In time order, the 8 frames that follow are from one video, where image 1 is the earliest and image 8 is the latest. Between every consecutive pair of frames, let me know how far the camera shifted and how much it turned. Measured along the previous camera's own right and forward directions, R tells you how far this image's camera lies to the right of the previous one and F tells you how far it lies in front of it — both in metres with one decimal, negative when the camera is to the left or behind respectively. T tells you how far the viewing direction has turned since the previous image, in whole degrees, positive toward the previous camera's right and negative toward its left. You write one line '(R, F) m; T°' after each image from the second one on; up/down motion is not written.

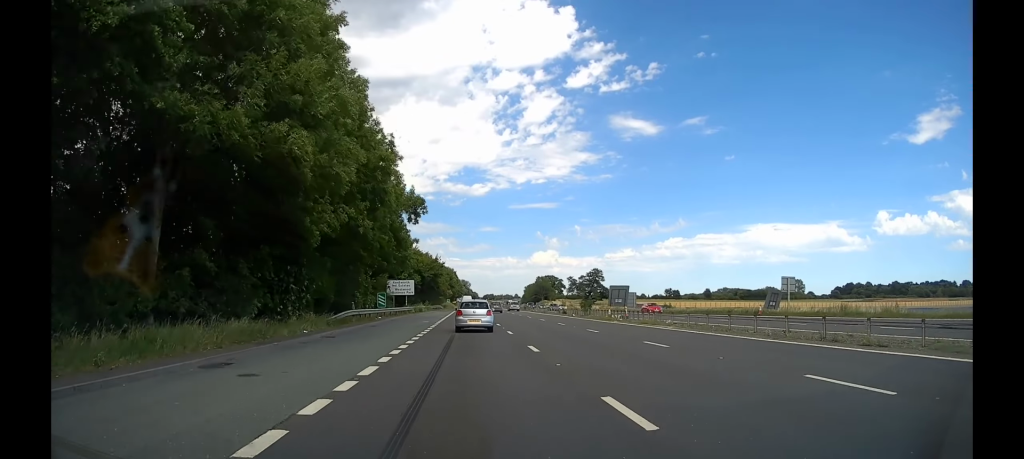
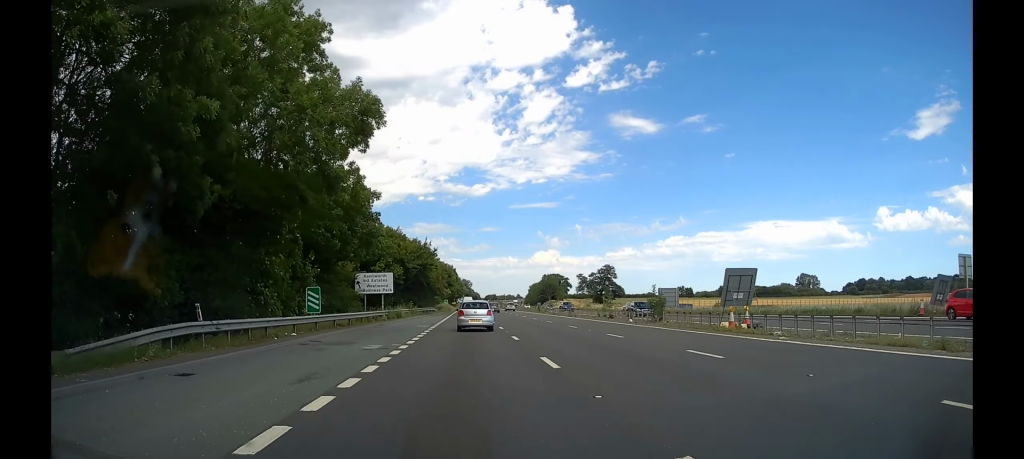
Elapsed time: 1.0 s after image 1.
(+0.1, +21.8) m; 0°
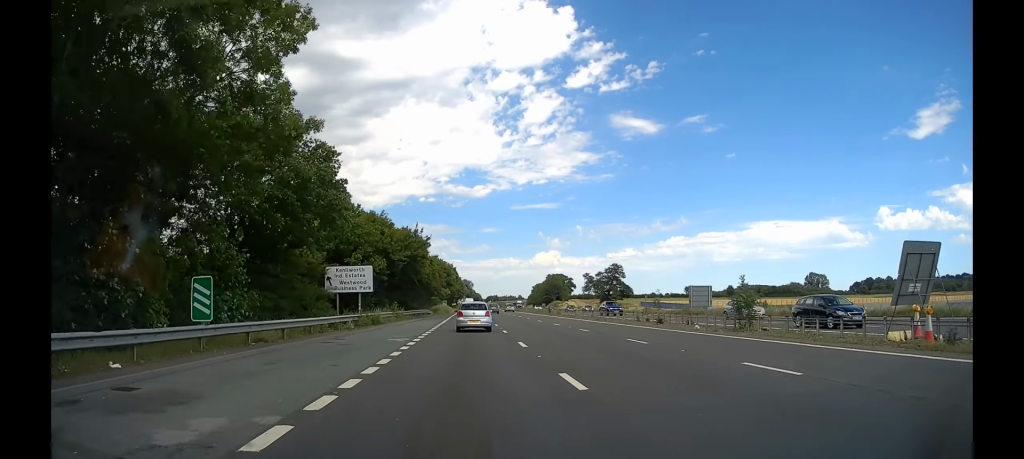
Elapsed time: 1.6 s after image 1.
(0.0, +11.9) m; 0°
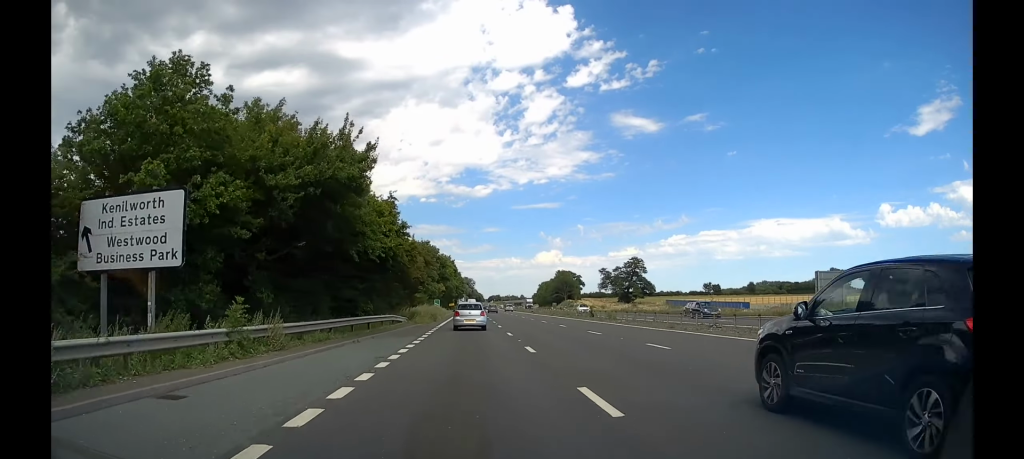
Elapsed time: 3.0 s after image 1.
(-0.2, +28.8) m; -1°
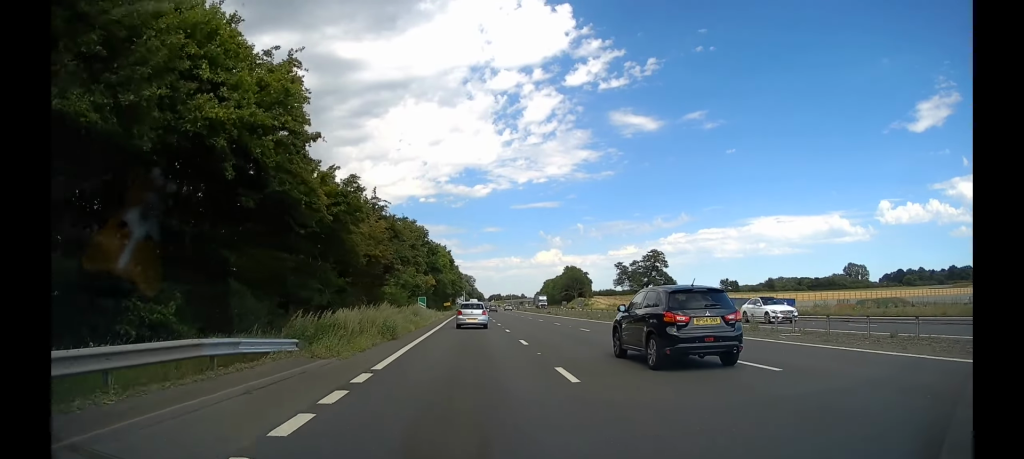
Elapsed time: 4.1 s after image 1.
(-0.1, +24.7) m; 0°
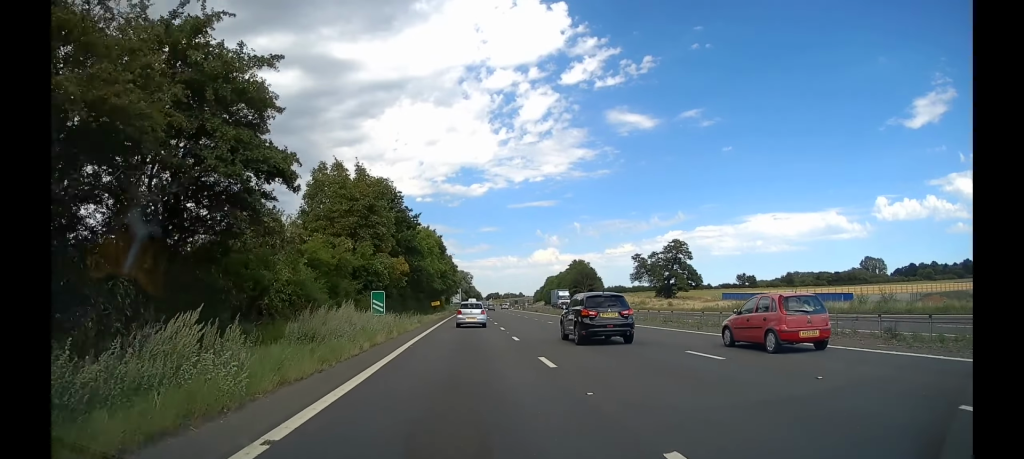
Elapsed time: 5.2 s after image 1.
(+0.1, +25.0) m; 0°
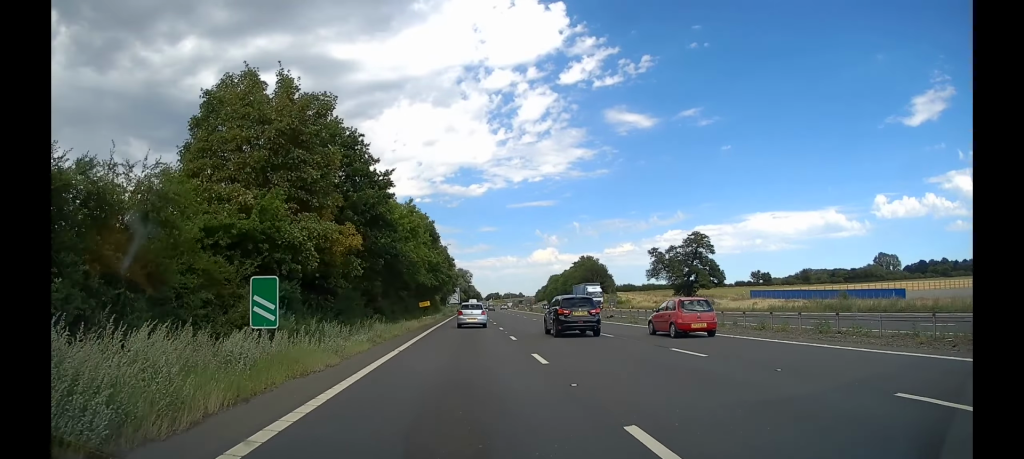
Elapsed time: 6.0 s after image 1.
(-0.2, +17.1) m; 0°
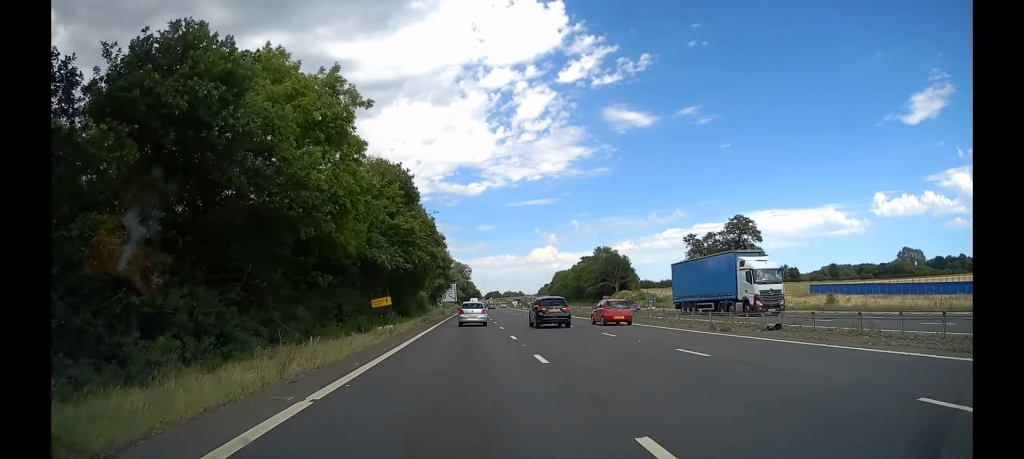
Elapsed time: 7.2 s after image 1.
(+0.4, +27.7) m; +1°
